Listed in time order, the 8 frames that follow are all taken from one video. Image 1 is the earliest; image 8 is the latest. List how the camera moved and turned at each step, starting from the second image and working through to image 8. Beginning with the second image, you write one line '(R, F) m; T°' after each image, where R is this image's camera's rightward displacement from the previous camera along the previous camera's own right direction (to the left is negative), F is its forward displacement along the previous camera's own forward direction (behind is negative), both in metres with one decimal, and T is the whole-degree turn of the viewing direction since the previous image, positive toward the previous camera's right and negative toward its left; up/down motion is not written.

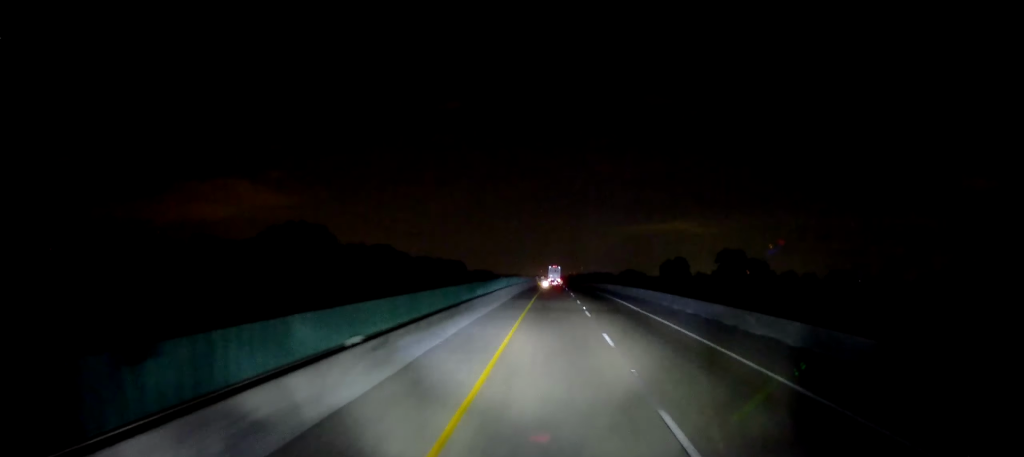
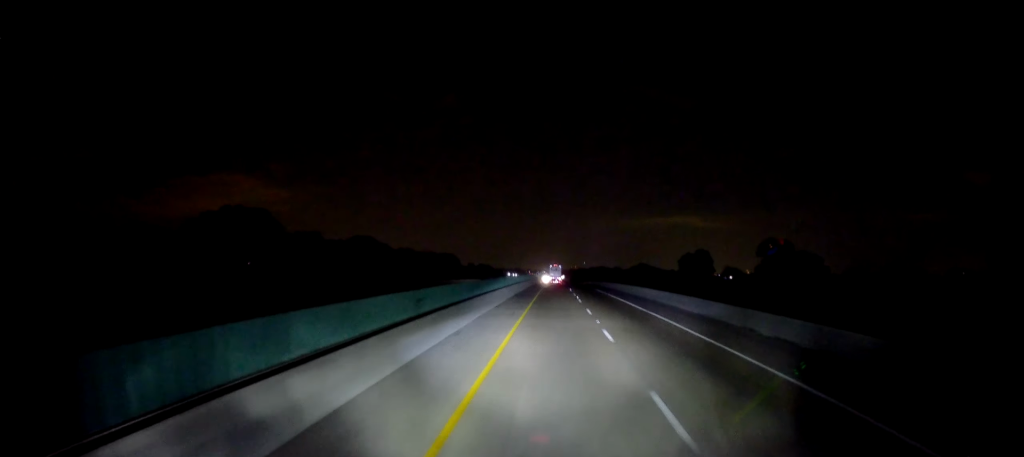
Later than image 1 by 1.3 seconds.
(-0.1, +35.1) m; -1°
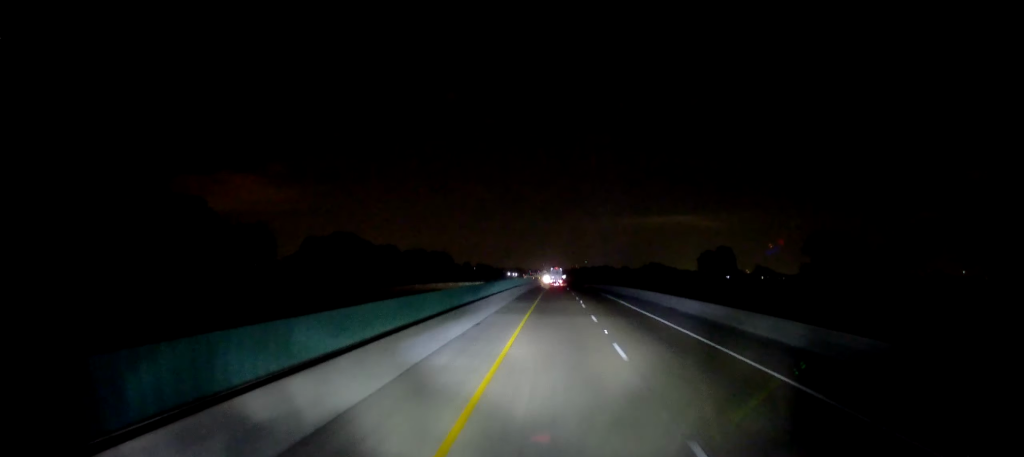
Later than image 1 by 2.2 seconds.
(-0.2, +27.2) m; 0°
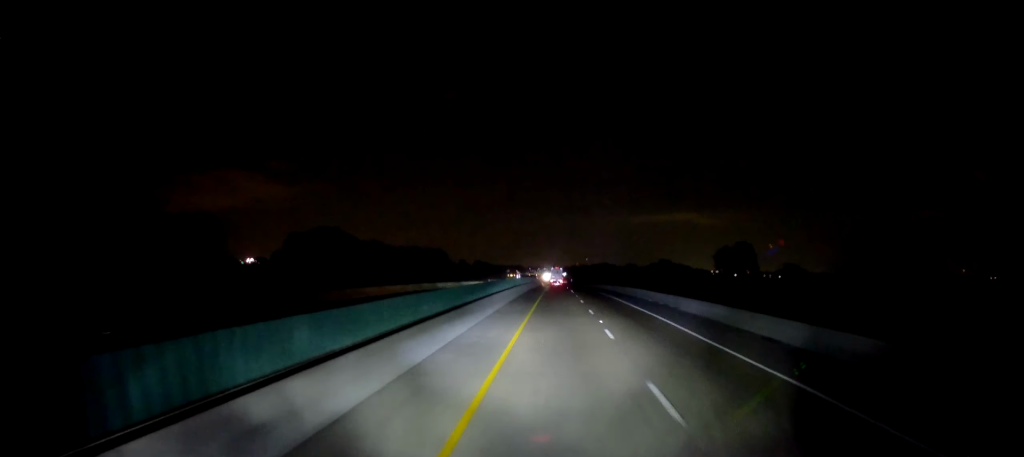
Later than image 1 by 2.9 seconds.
(0.0, +19.5) m; 0°
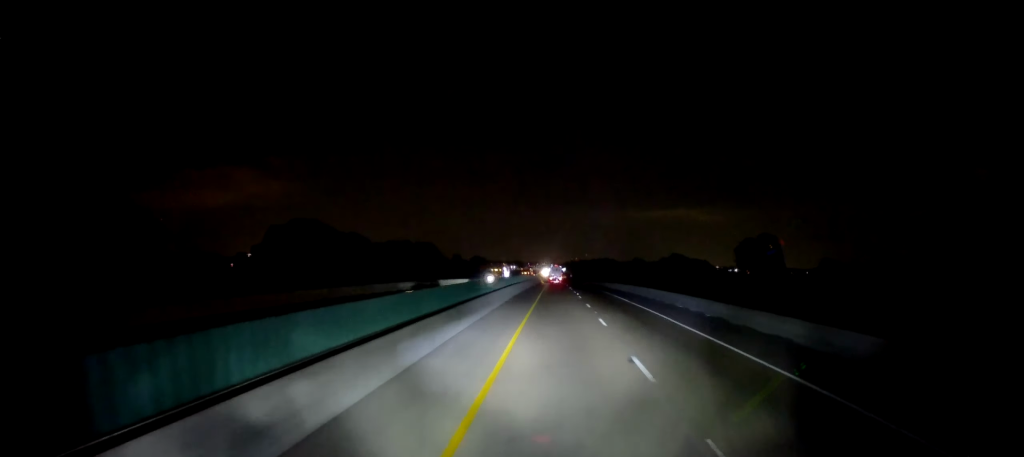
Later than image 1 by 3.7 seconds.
(+0.1, +21.8) m; 0°
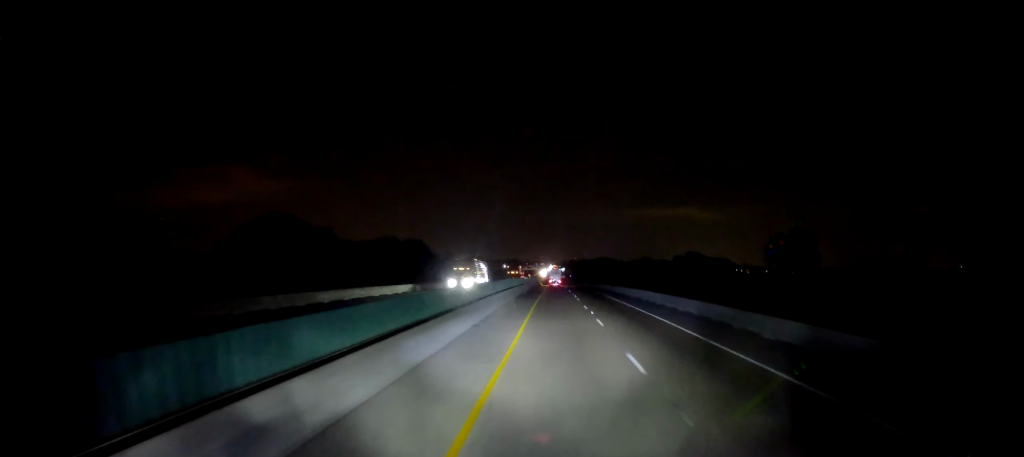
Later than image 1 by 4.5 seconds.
(+0.2, +22.4) m; 0°
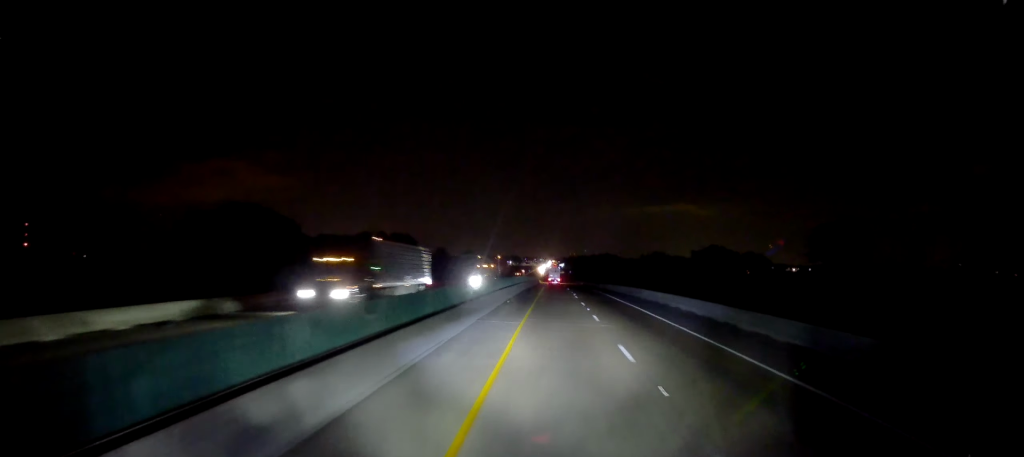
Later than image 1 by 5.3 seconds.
(-0.3, +22.4) m; 0°
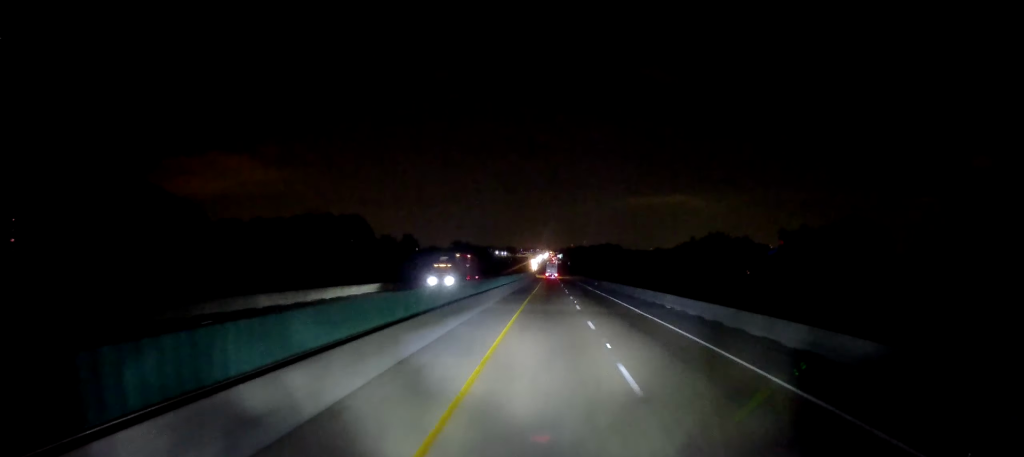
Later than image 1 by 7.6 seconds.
(-0.6, +65.4) m; -1°
